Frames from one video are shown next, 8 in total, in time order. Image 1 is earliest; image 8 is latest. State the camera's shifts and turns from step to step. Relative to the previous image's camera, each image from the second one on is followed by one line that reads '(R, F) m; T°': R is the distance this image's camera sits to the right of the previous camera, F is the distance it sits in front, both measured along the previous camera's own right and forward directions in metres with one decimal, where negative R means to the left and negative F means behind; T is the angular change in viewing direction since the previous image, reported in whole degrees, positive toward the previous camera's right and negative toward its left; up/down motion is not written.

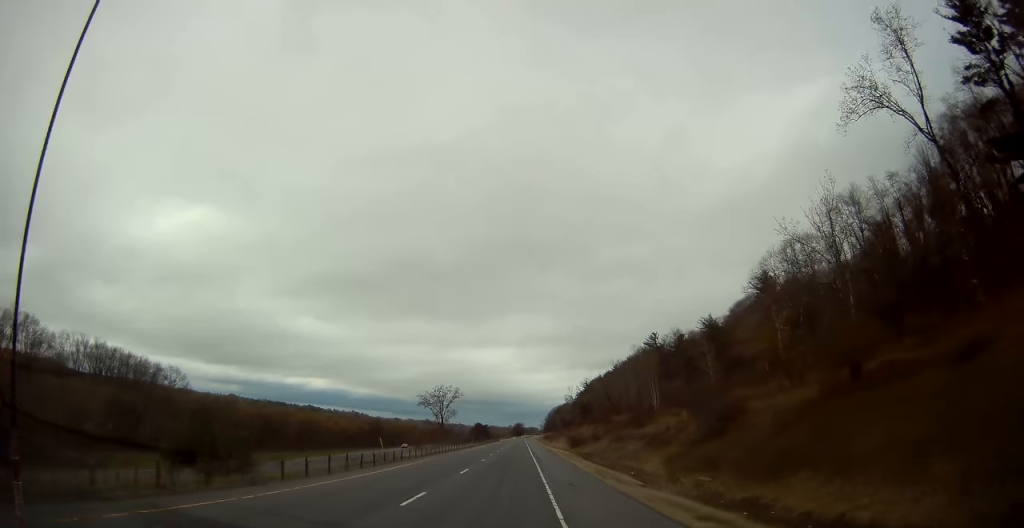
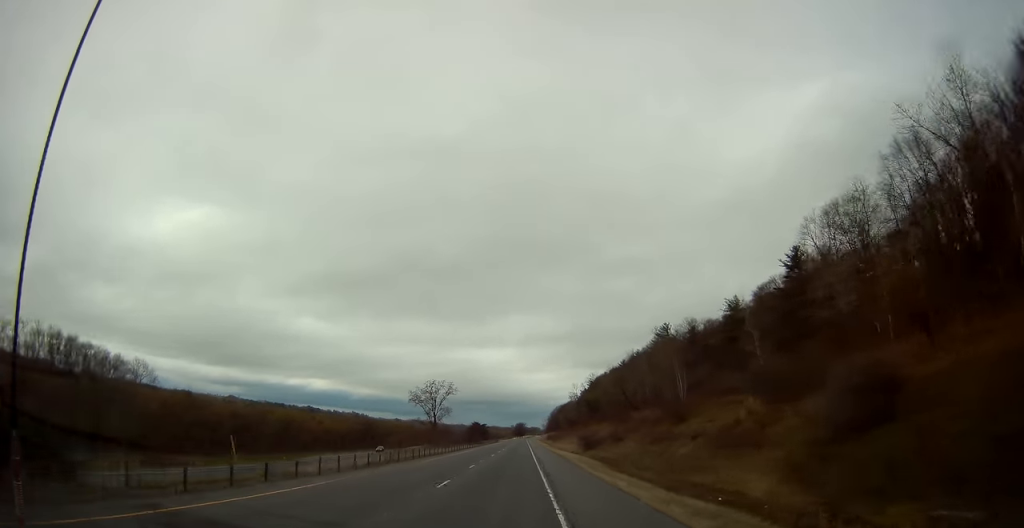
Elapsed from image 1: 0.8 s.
(-0.2, +20.6) m; -1°
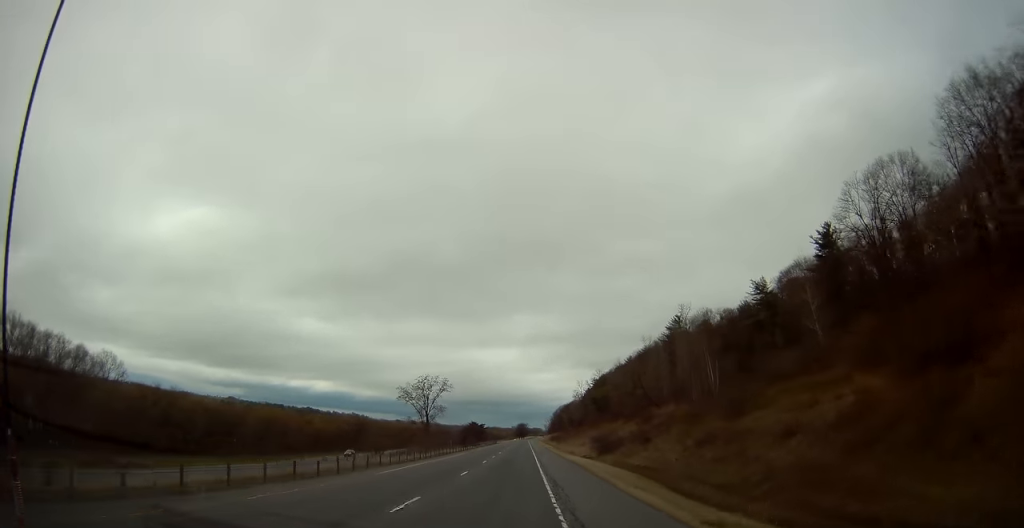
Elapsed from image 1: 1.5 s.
(0.0, +17.1) m; 0°
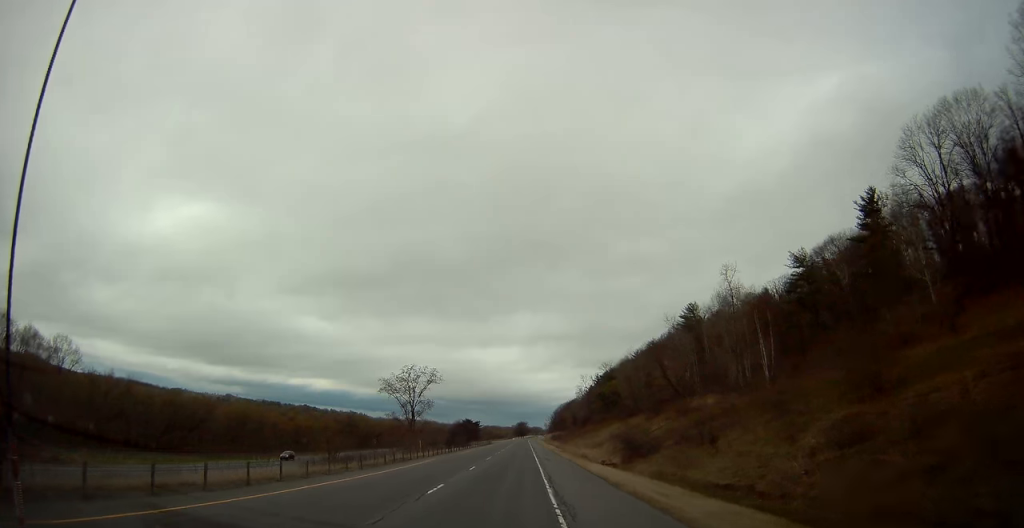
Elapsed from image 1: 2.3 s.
(0.0, +20.6) m; 0°
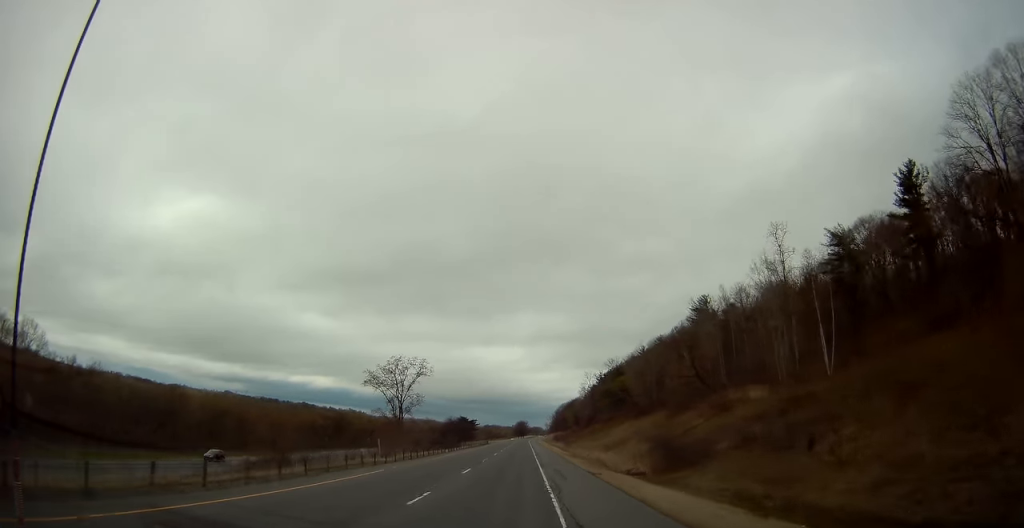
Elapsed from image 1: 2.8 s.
(0.0, +14.6) m; 0°
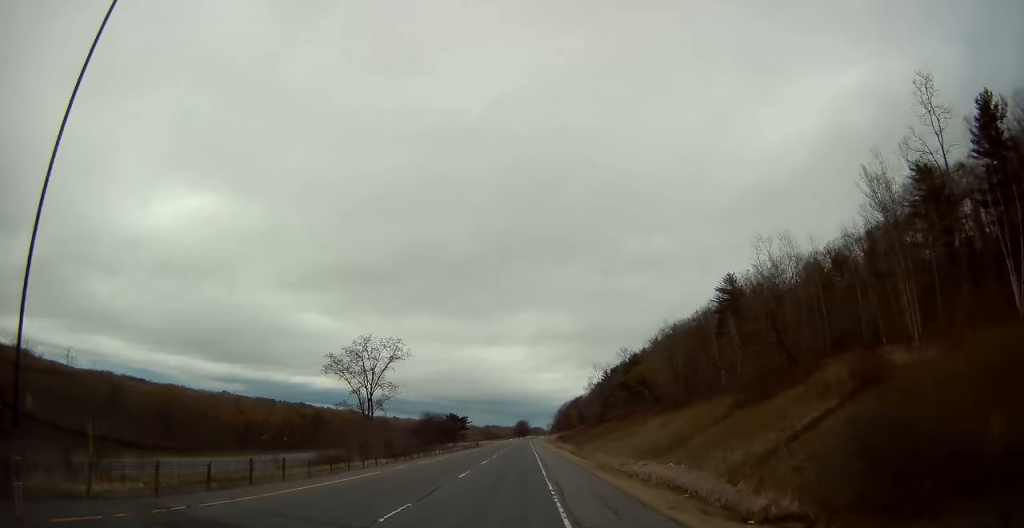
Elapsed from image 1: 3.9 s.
(+0.2, +26.6) m; +1°
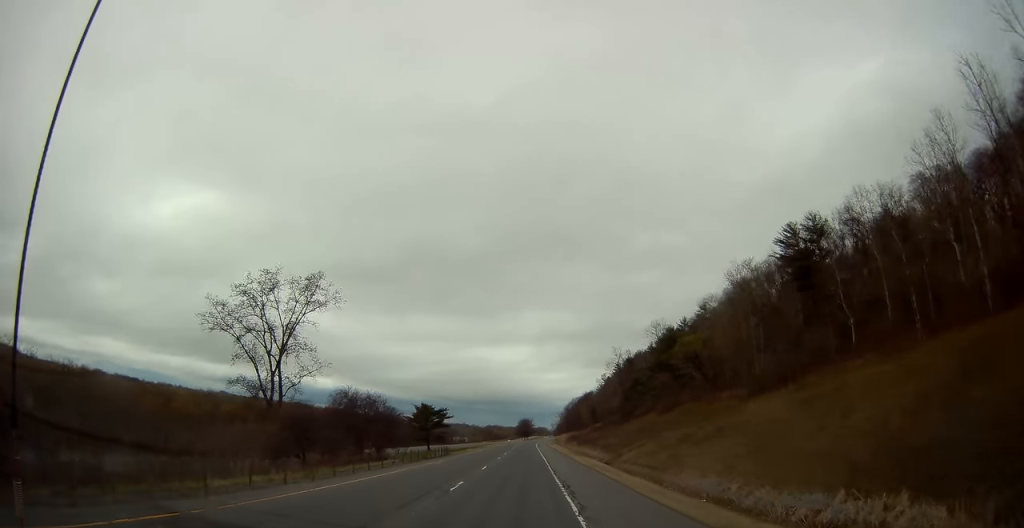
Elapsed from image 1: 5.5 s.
(-0.2, +42.1) m; -2°
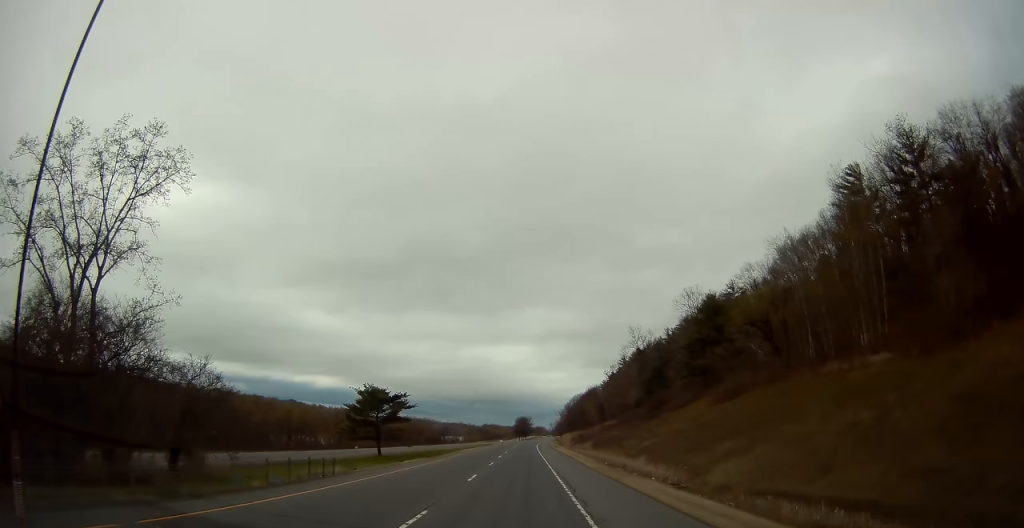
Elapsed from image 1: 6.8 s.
(-0.4, +32.6) m; 0°
